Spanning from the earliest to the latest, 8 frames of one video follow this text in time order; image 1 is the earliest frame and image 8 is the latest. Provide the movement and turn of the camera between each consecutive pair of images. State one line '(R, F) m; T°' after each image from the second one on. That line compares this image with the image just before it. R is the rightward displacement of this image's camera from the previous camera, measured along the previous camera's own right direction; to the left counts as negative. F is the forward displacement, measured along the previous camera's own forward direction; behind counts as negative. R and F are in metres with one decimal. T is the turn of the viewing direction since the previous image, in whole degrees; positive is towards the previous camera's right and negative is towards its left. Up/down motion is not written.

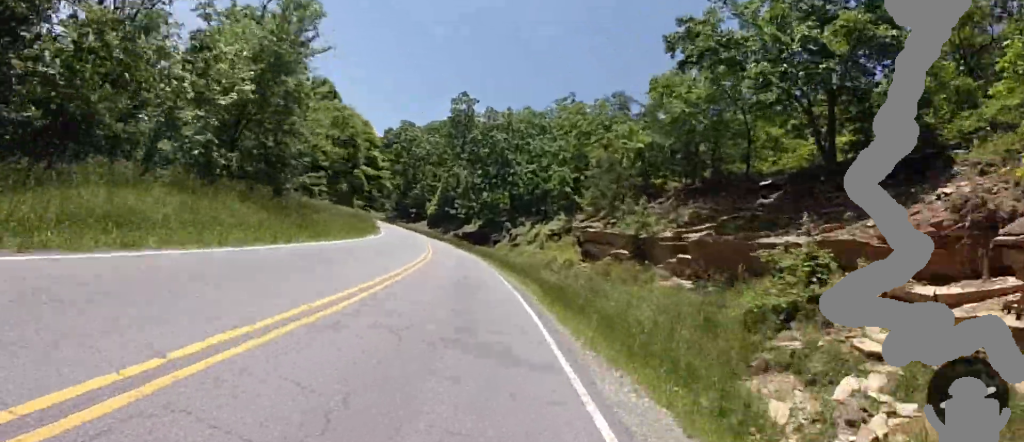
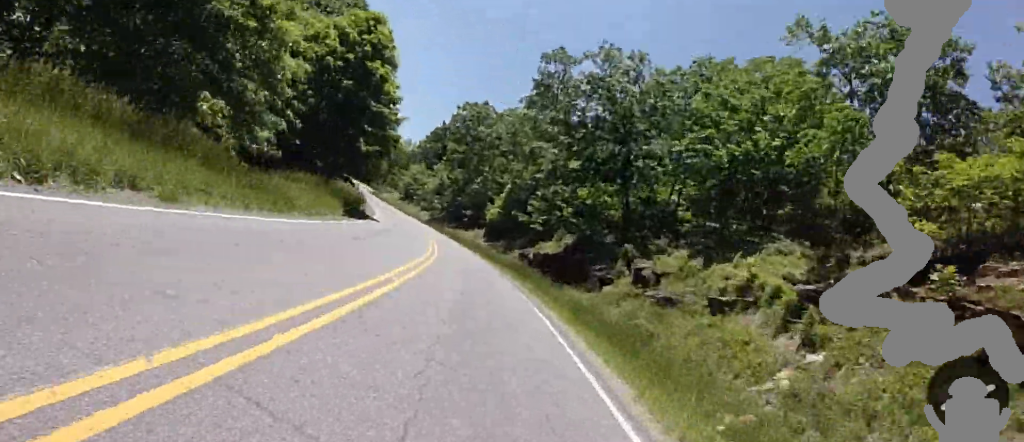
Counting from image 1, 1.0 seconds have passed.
(-4.6, +20.7) m; -18°
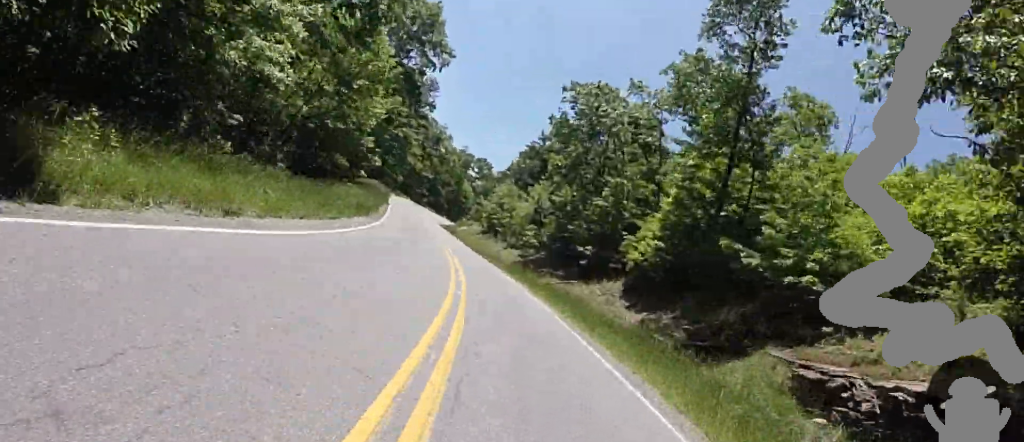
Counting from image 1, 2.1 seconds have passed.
(-1.5, +22.8) m; -13°
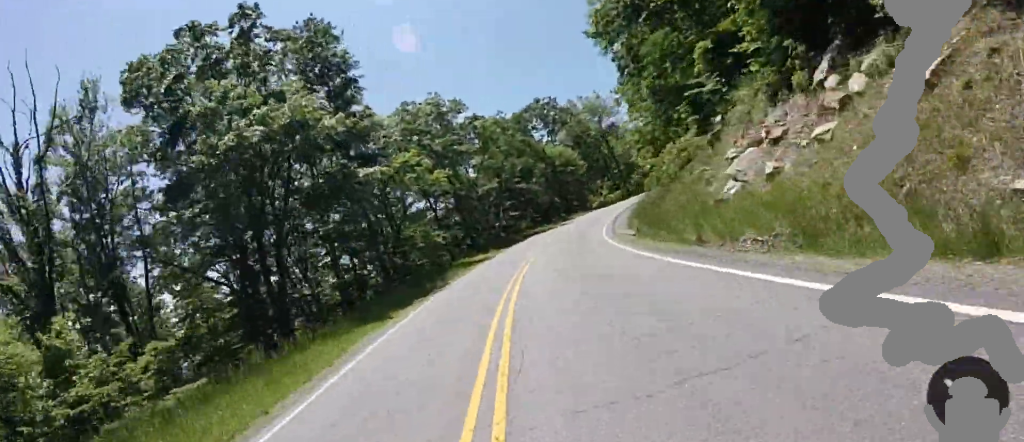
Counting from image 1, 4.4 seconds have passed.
(-2.9, +47.0) m; +18°
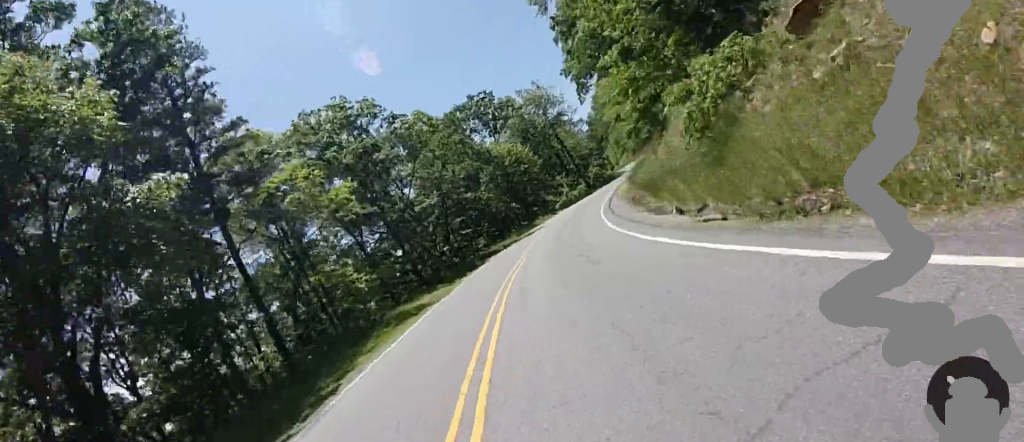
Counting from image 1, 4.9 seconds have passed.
(+2.3, +11.0) m; +7°
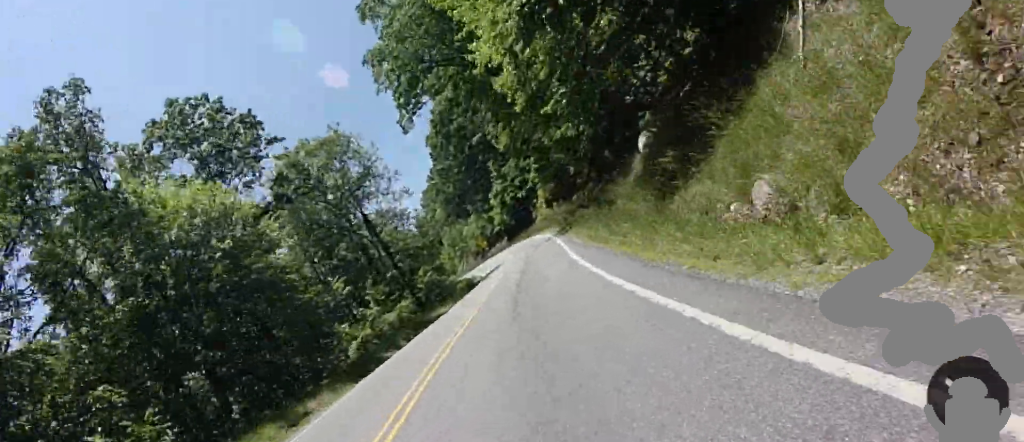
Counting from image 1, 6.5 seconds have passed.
(+3.3, +35.4) m; +6°
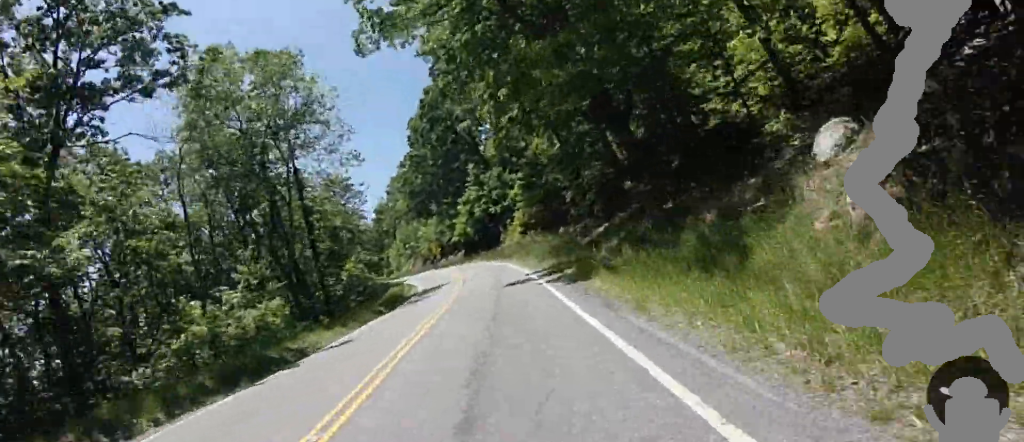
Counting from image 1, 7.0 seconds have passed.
(+0.4, +11.8) m; -1°
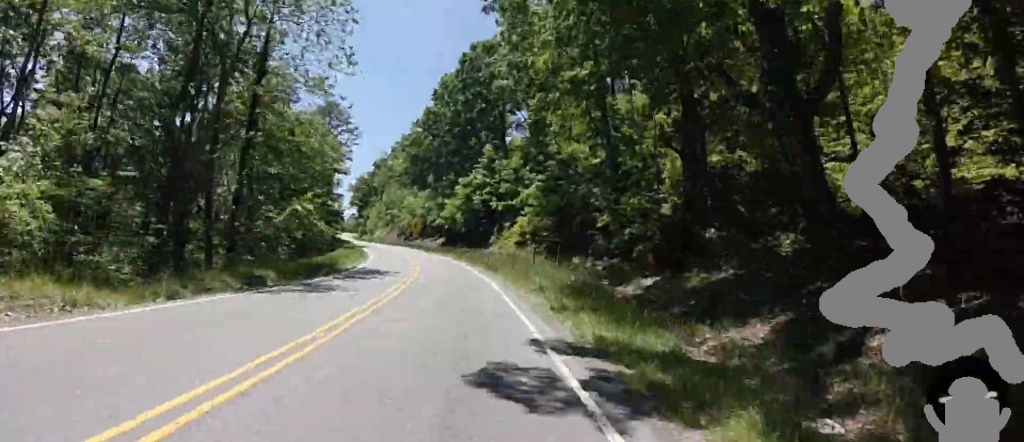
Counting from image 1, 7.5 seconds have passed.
(0.0, +11.2) m; -1°
